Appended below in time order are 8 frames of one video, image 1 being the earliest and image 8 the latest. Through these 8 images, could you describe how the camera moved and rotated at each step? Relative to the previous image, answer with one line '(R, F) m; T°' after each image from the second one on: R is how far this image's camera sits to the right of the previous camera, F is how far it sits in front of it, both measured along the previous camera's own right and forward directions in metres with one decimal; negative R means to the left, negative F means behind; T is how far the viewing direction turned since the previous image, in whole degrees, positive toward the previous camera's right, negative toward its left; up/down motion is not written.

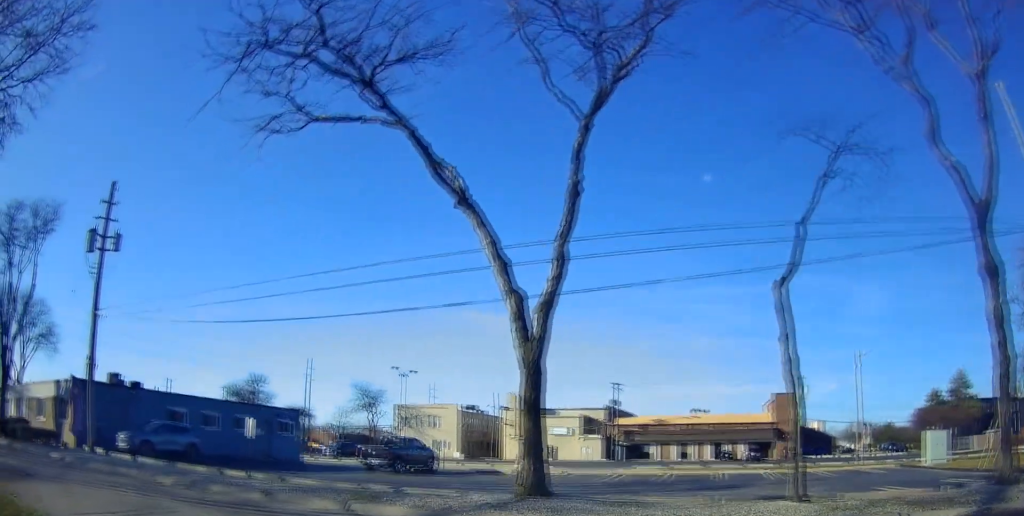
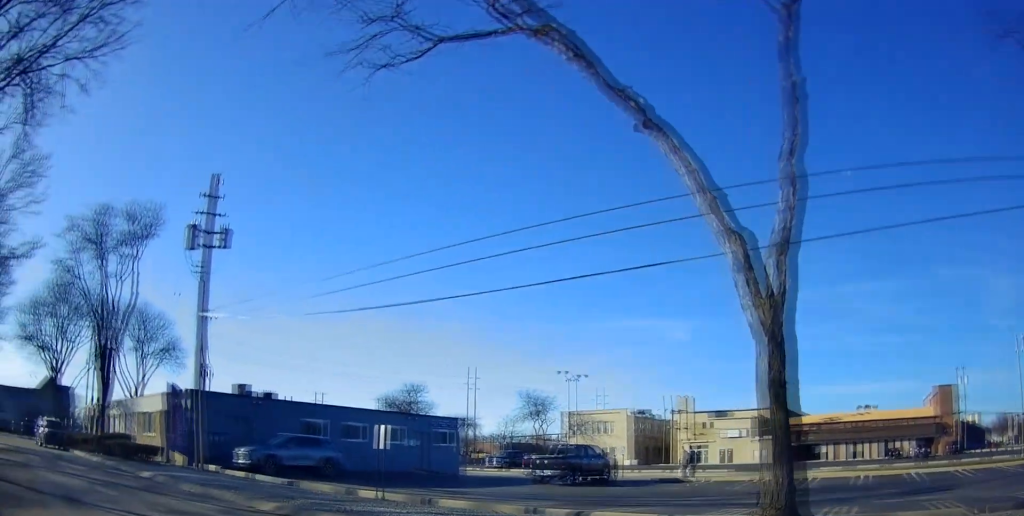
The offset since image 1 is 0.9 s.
(-0.2, +4.3) m; -3°
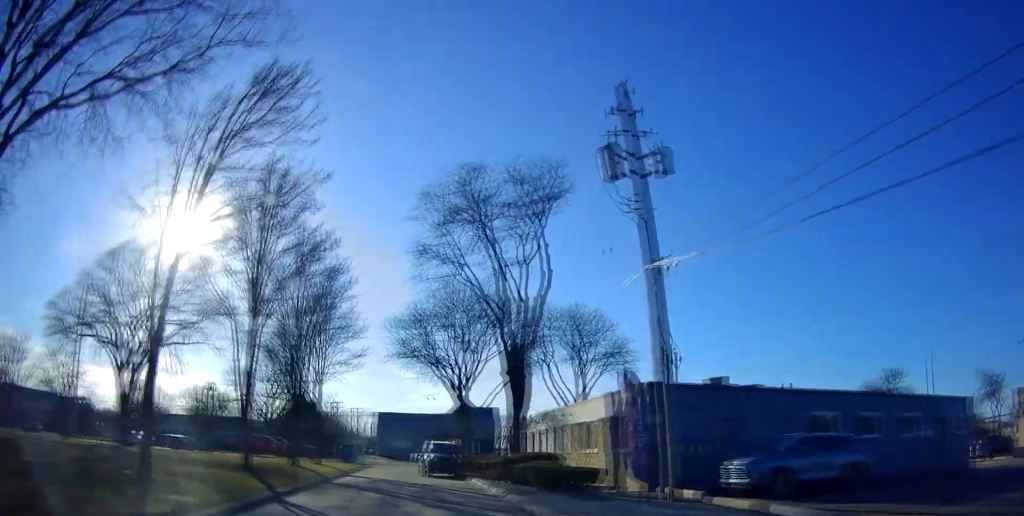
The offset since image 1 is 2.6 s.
(-1.1, +8.9) m; -21°
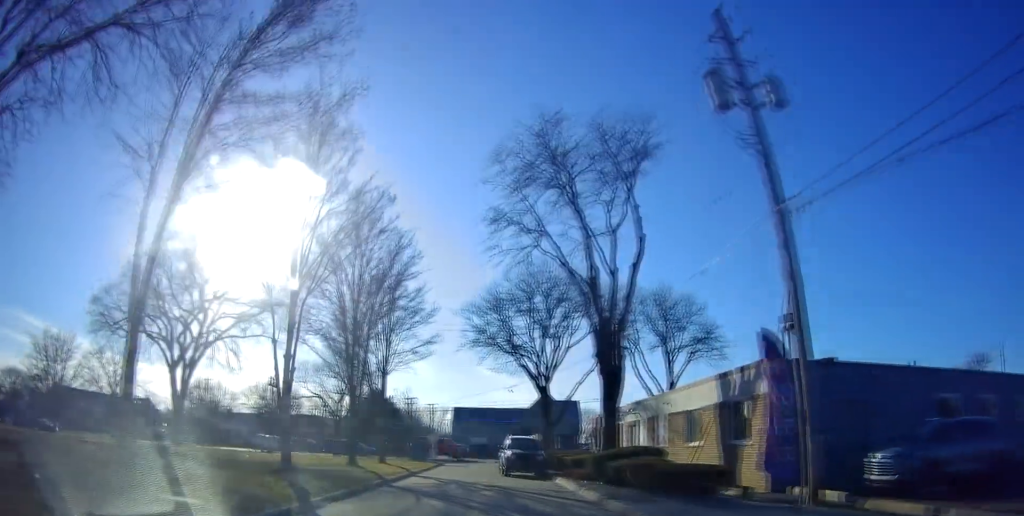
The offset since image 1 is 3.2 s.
(-0.2, +3.2) m; -12°
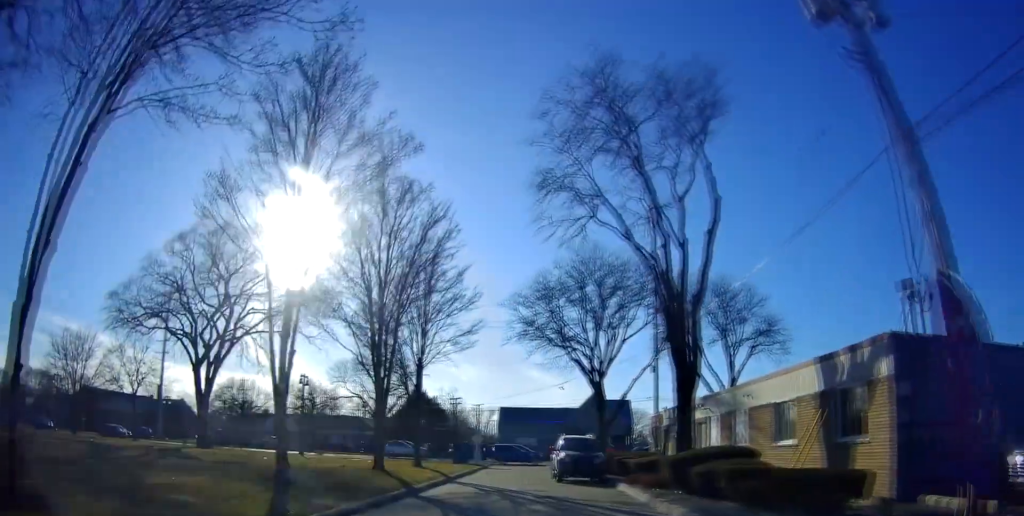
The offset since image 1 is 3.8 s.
(-0.4, +3.4) m; -8°
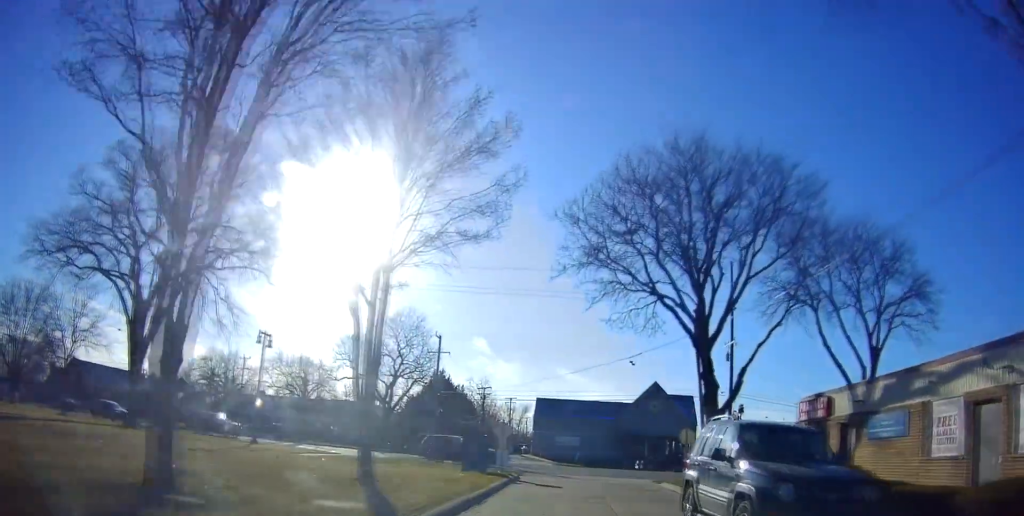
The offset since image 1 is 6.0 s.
(-3.3, +14.3) m; -23°
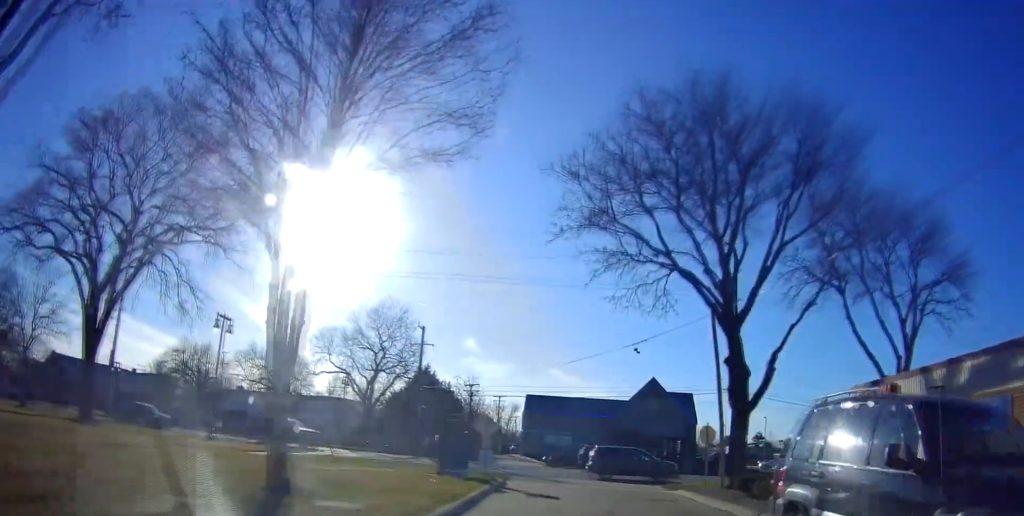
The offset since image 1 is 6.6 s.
(-0.2, +4.5) m; -3°
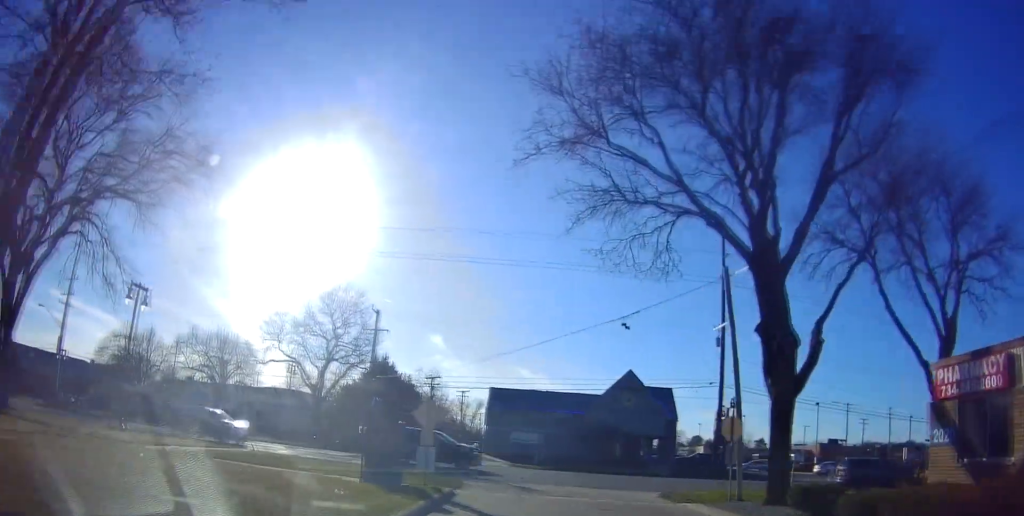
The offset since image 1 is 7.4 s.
(-0.2, +6.3) m; -1°
